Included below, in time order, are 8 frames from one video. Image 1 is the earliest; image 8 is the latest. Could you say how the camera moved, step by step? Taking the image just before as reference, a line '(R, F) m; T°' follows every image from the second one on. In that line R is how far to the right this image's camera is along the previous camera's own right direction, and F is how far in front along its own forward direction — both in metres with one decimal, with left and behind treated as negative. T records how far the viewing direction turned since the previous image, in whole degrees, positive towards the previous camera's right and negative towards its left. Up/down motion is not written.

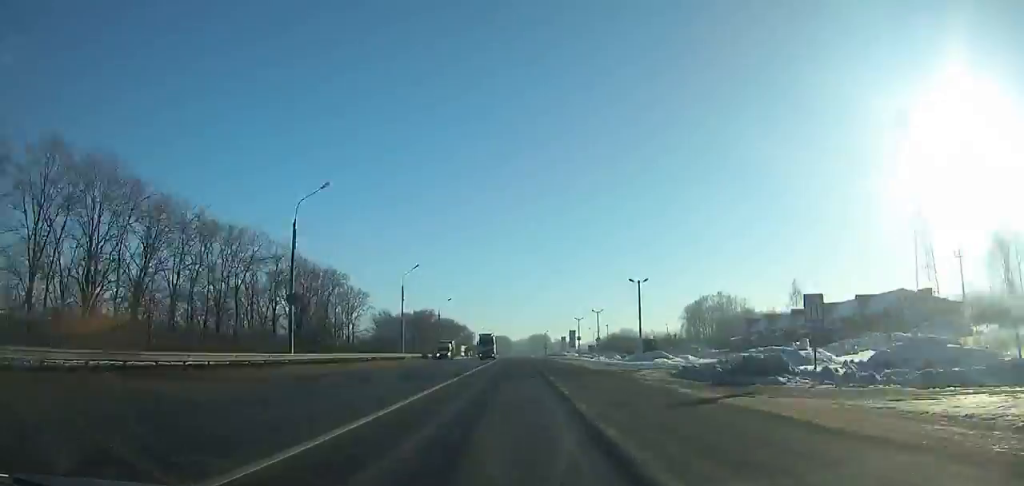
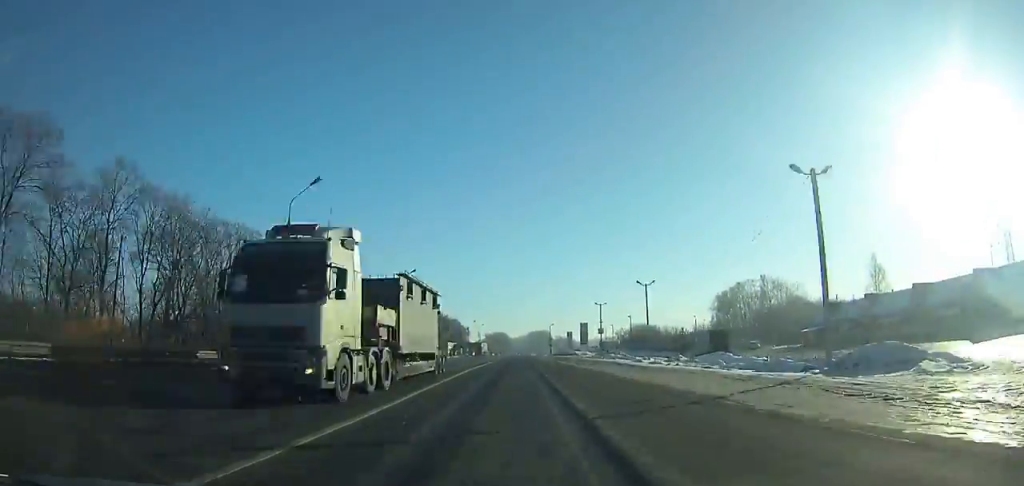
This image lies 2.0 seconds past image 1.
(0.0, +37.1) m; 0°
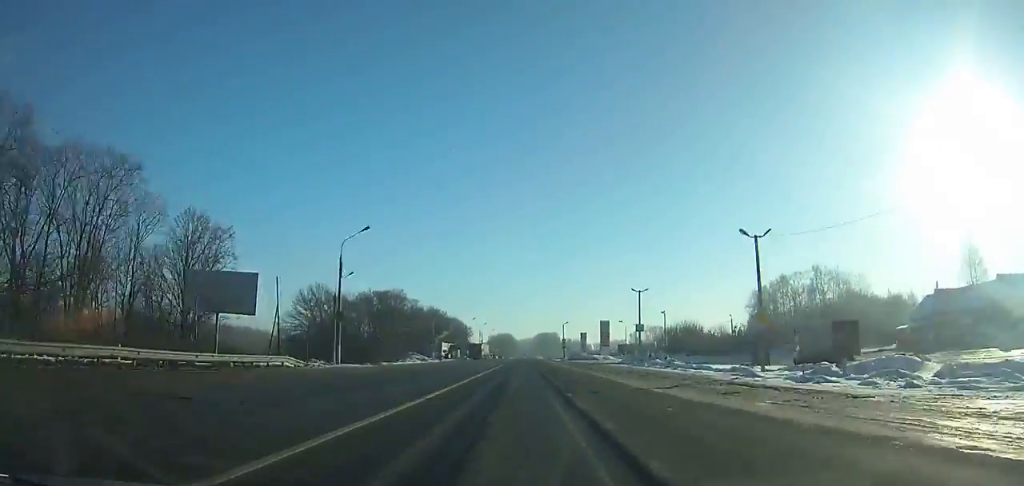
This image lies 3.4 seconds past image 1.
(-0.3, +26.3) m; 0°
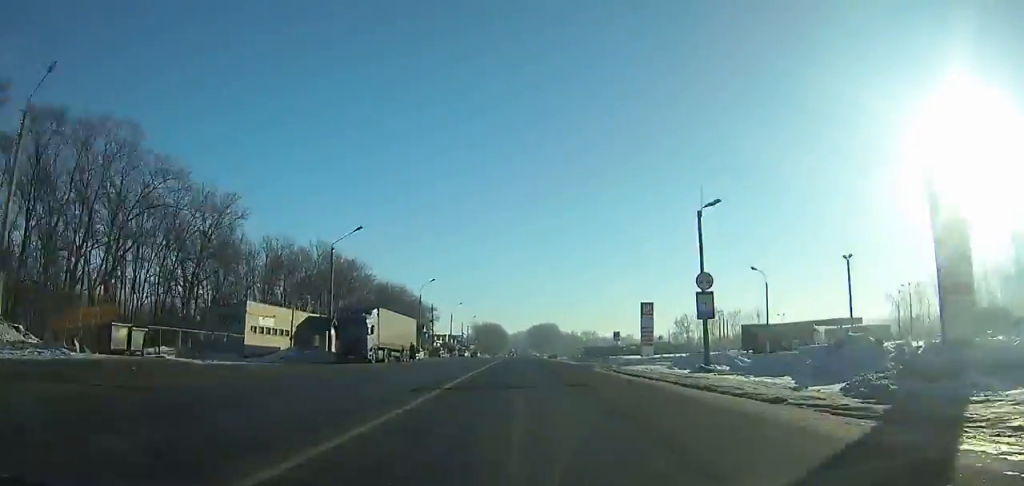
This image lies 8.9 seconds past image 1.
(+1.0, +104.4) m; +1°
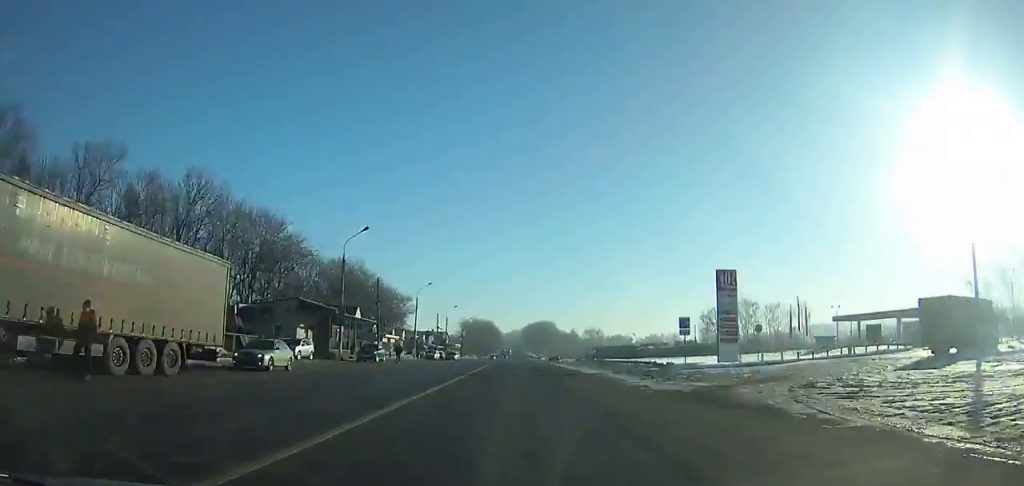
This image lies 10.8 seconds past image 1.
(+0.2, +36.5) m; 0°
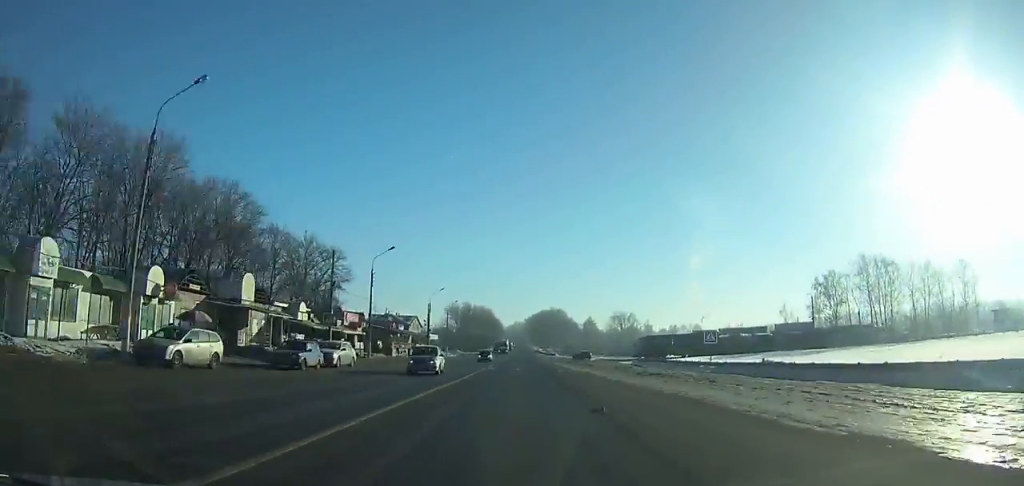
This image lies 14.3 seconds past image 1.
(-0.3, +67.6) m; 0°
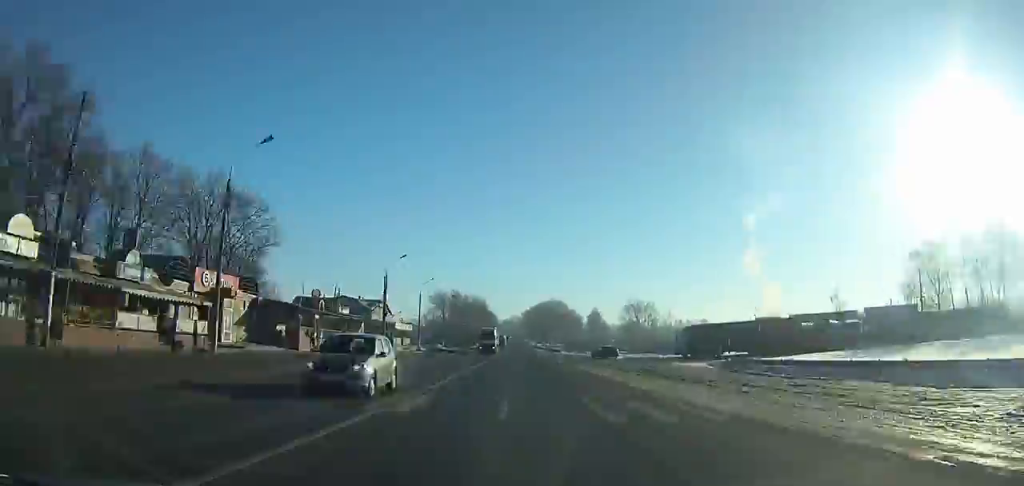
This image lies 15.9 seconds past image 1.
(+0.2, +31.0) m; 0°
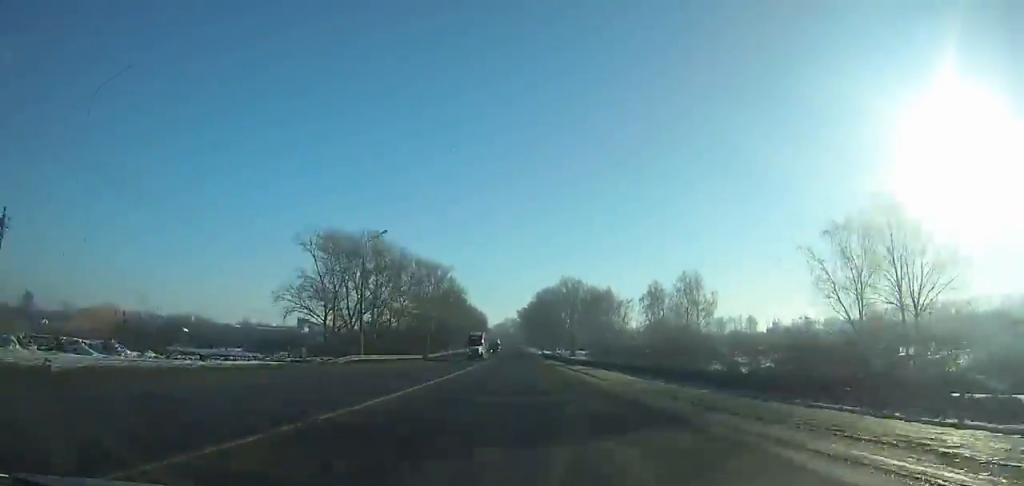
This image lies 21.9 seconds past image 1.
(+0.7, +117.3) m; +1°
